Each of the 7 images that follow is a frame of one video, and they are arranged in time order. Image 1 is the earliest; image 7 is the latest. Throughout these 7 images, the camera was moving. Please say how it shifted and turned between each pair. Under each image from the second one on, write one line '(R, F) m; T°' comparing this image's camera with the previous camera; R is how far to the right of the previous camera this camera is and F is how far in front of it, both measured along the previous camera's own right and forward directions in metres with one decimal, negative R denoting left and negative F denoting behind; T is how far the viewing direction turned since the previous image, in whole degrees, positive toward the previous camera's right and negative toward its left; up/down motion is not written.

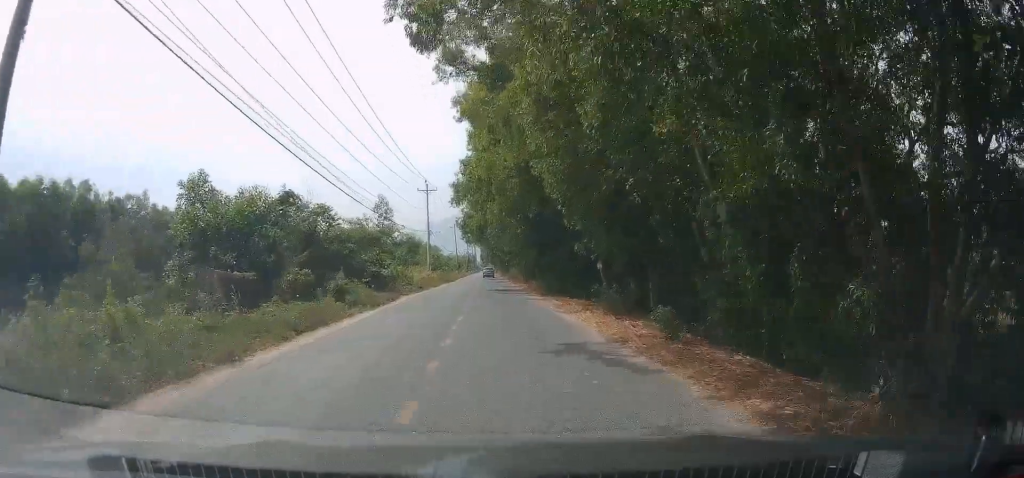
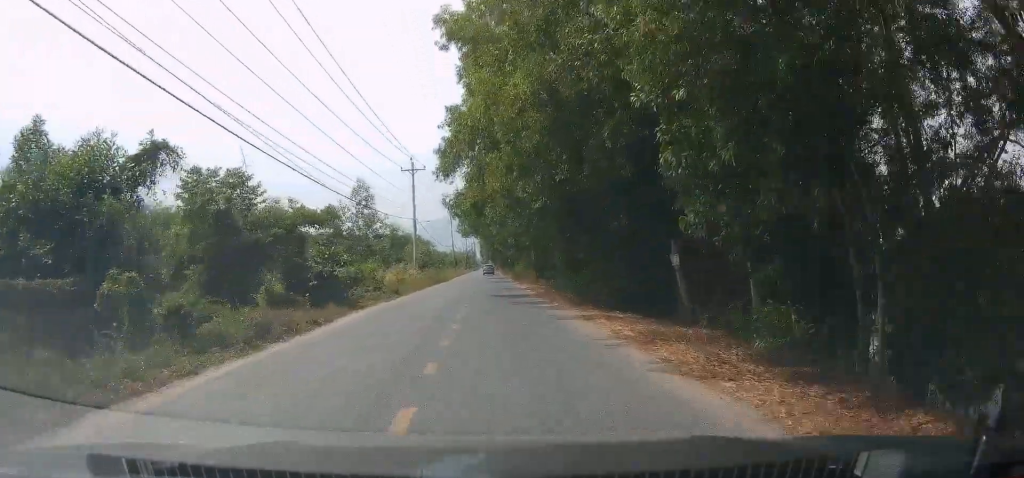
(-0.3, +12.4) m; 0°
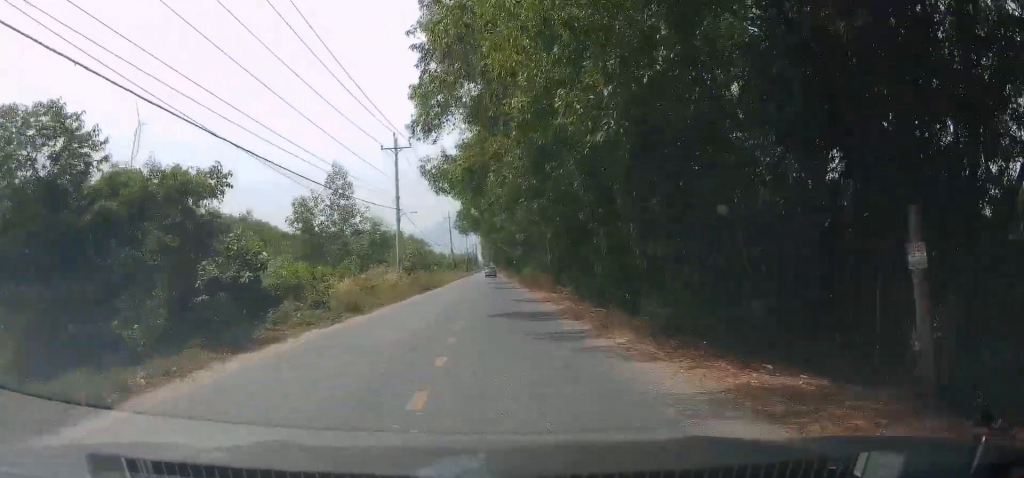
(0.0, +10.8) m; 0°
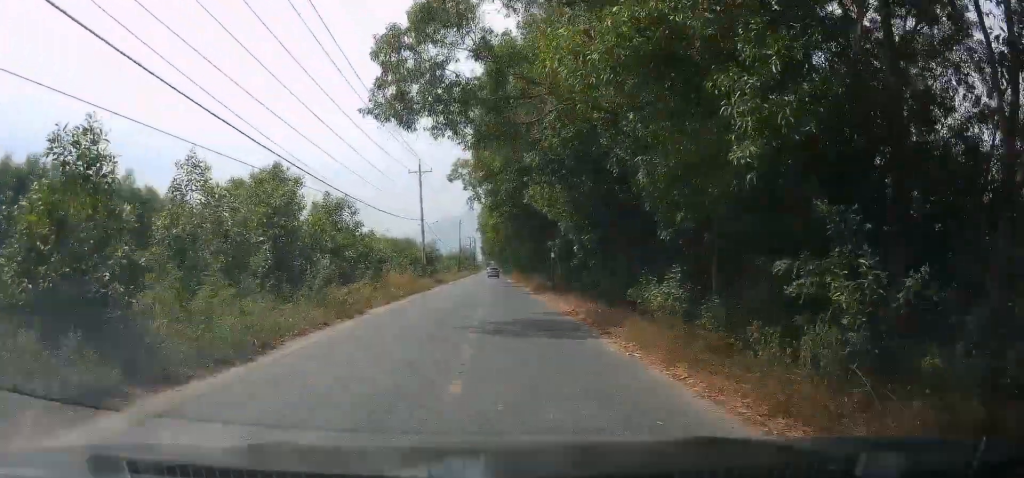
(+0.4, +48.5) m; -1°
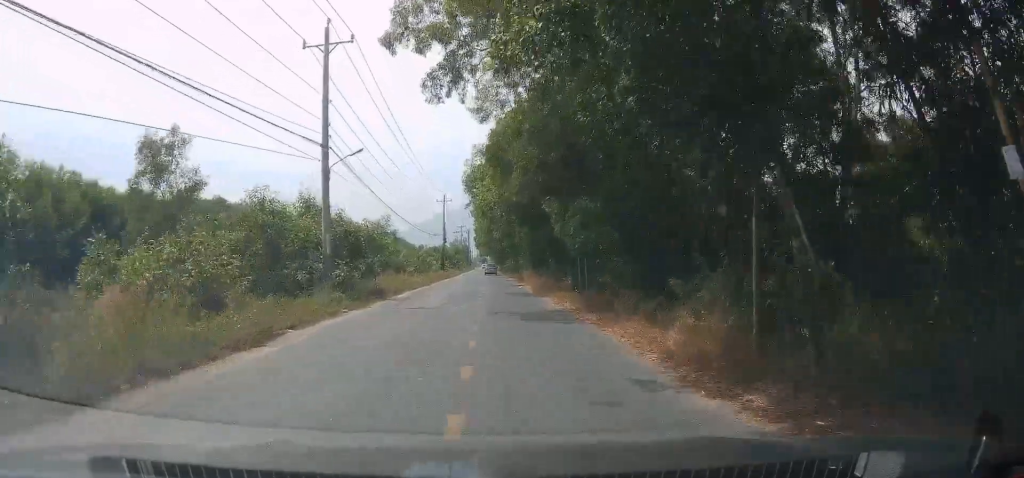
(-0.2, +32.6) m; 0°
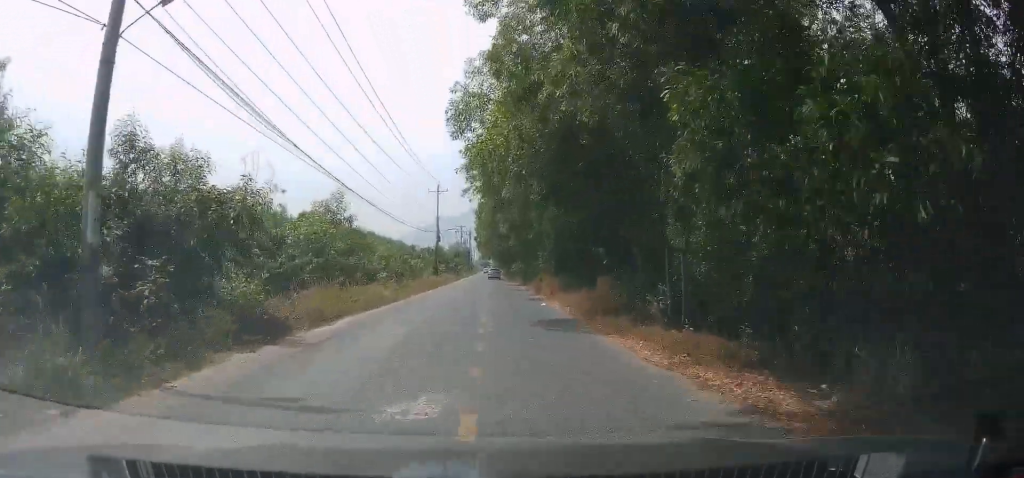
(0.0, +14.9) m; +1°
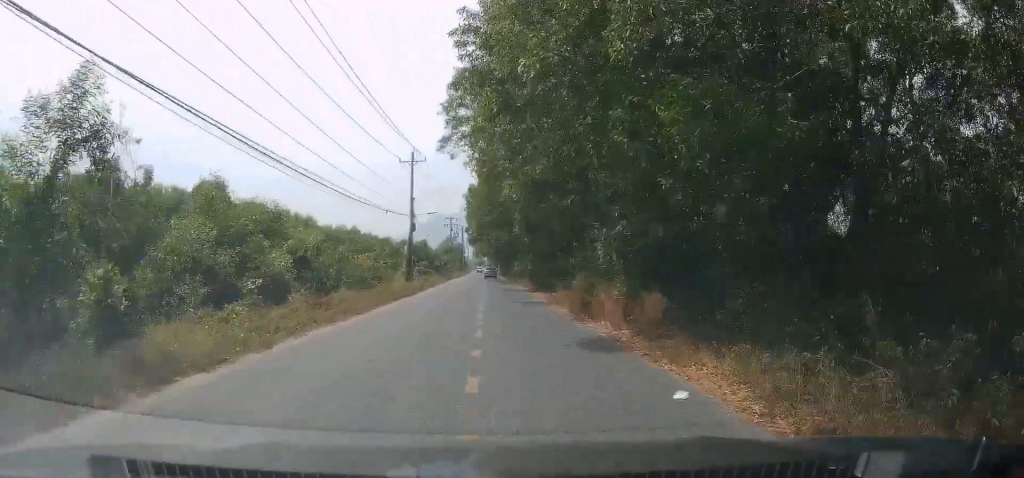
(+0.2, +19.0) m; +1°
